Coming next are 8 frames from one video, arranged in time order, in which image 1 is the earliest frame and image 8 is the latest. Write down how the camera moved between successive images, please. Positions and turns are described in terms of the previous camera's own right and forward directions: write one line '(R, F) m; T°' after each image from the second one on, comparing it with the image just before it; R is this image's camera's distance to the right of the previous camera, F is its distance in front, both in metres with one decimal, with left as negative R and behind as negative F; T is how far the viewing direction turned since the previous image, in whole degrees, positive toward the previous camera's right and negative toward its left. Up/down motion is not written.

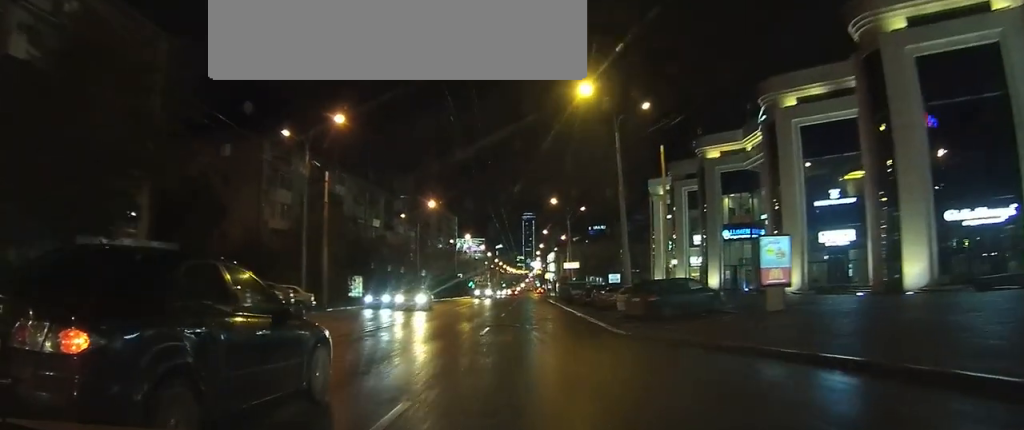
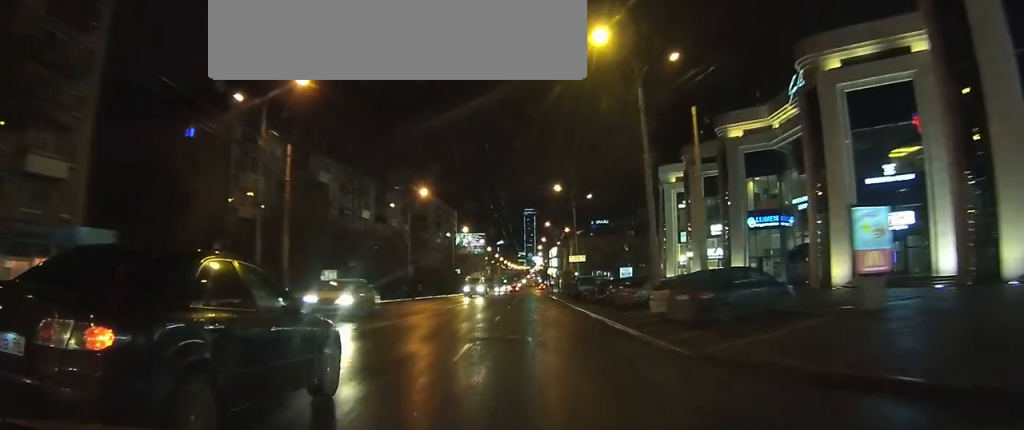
(0.0, +6.9) m; 0°
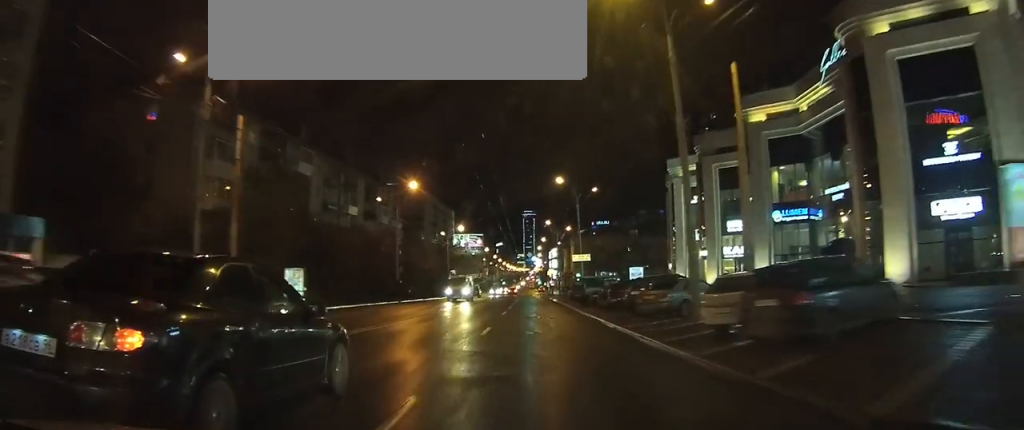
(0.0, +6.2) m; 0°
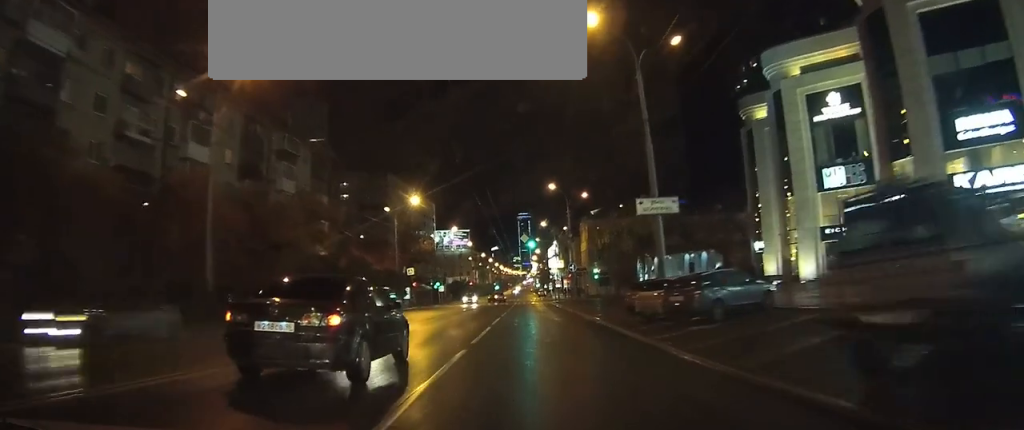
(+0.2, +39.5) m; 0°
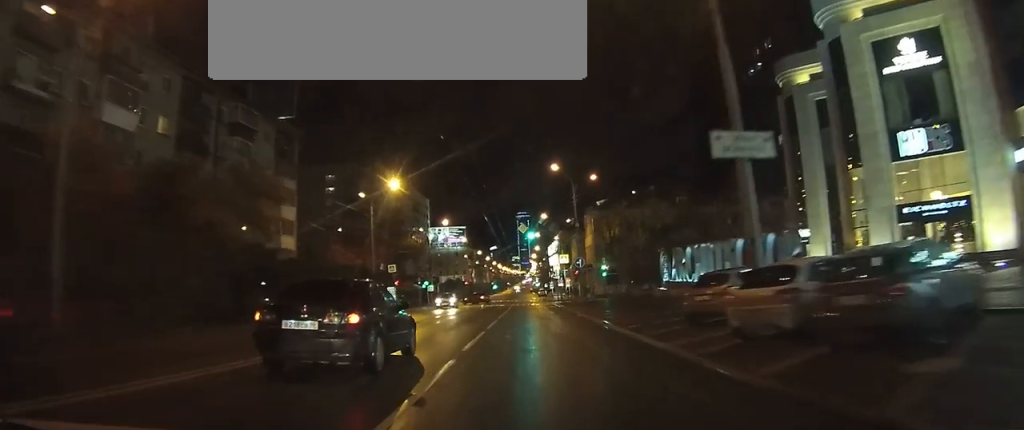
(-0.1, +10.0) m; 0°
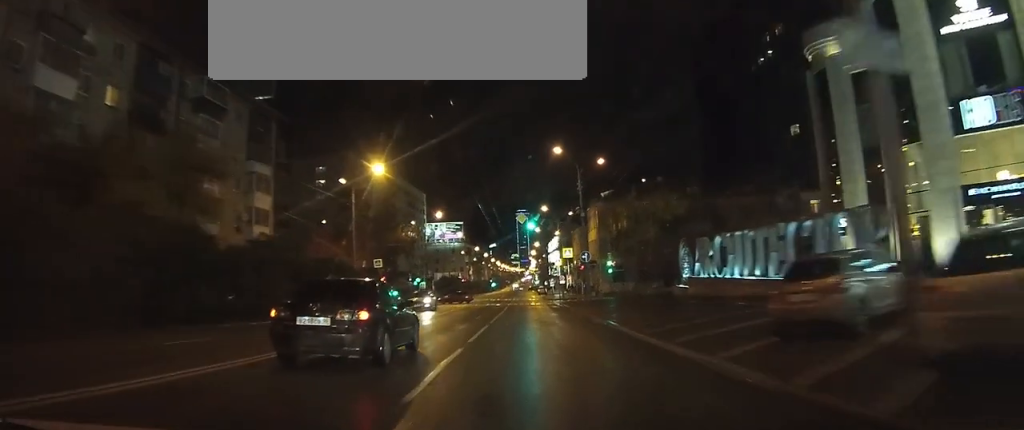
(-0.1, +5.9) m; 0°
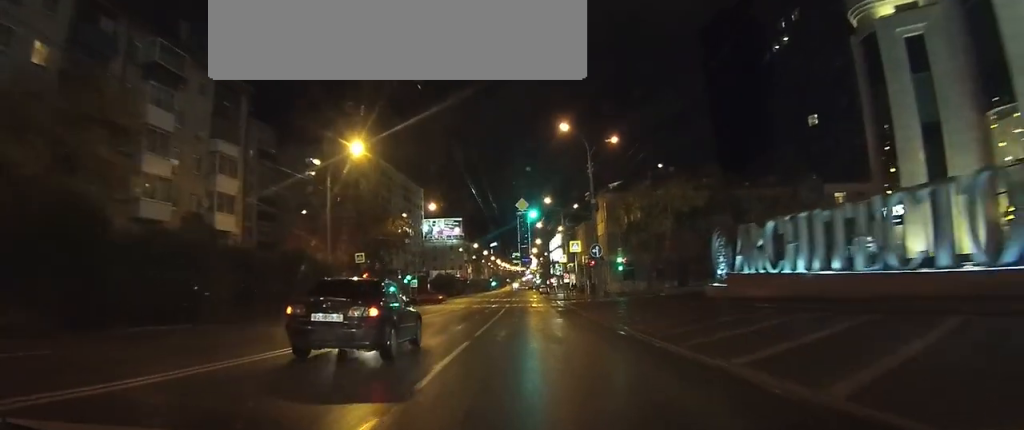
(+0.1, +7.0) m; 0°
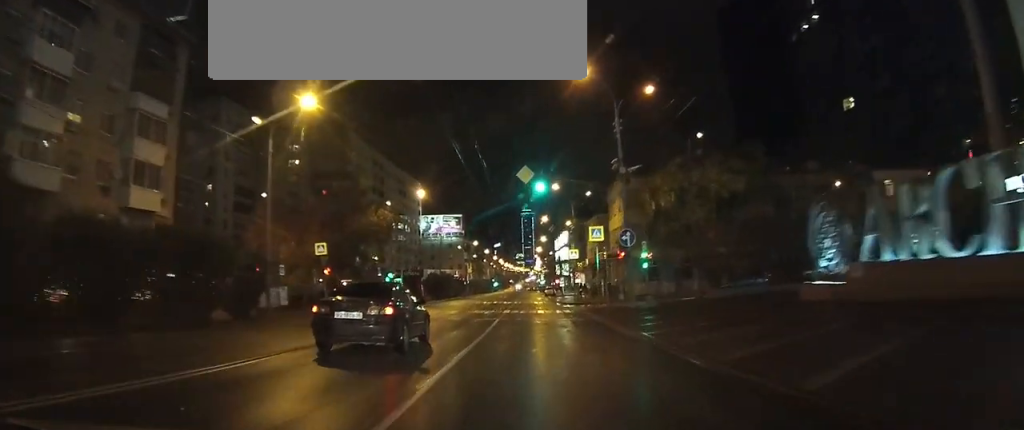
(+0.1, +11.3) m; +1°
